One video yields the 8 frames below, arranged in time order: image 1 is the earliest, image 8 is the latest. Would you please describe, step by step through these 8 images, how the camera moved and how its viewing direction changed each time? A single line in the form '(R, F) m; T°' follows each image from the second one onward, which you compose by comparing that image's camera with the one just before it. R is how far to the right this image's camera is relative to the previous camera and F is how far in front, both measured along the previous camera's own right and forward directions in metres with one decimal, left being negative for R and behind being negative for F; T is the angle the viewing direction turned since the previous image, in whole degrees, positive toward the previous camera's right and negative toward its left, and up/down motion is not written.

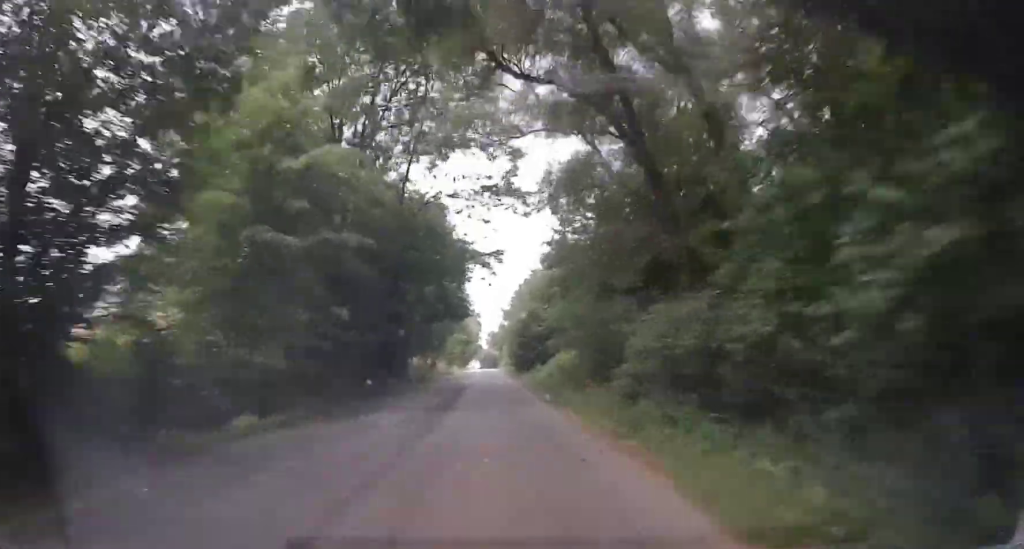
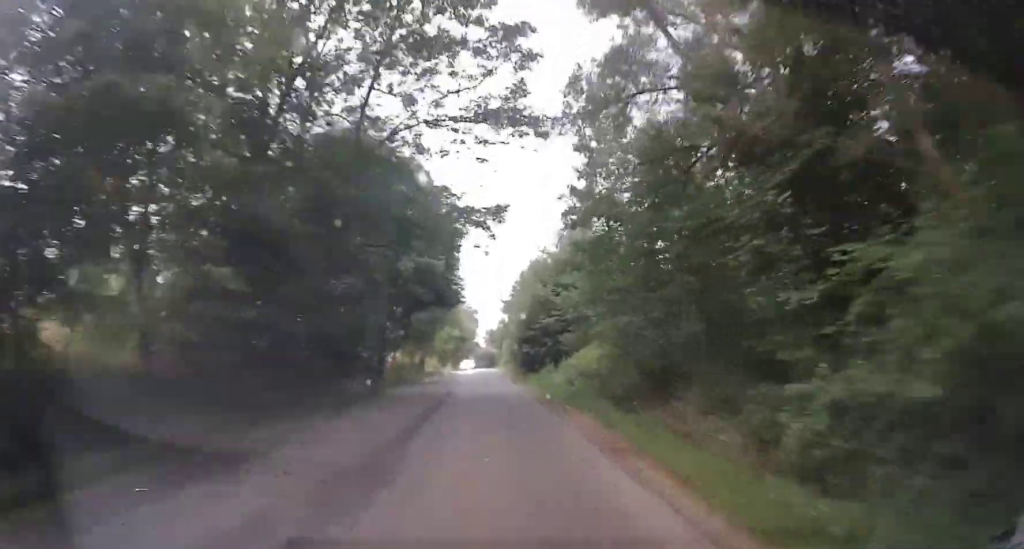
(+0.2, +8.8) m; +3°
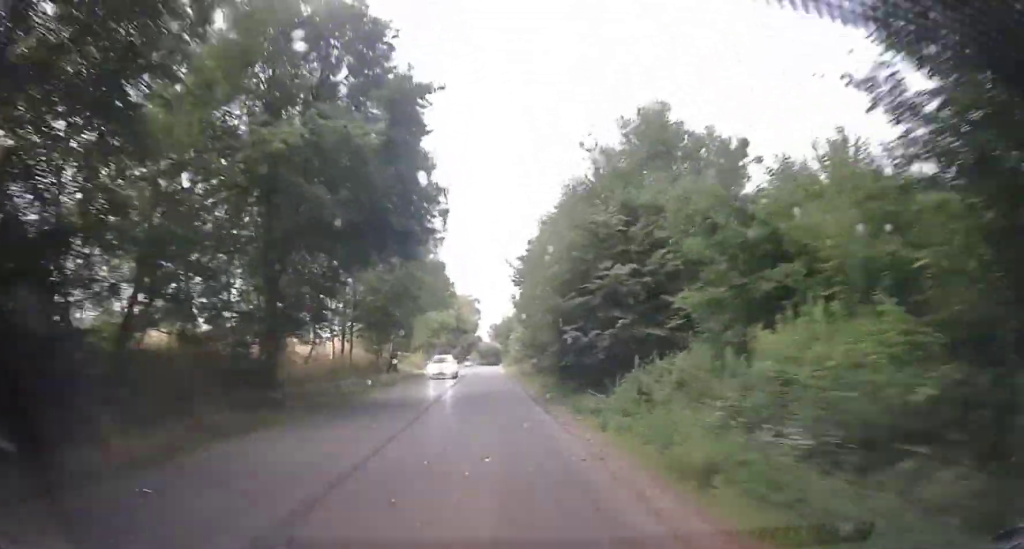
(+0.9, +18.9) m; +5°
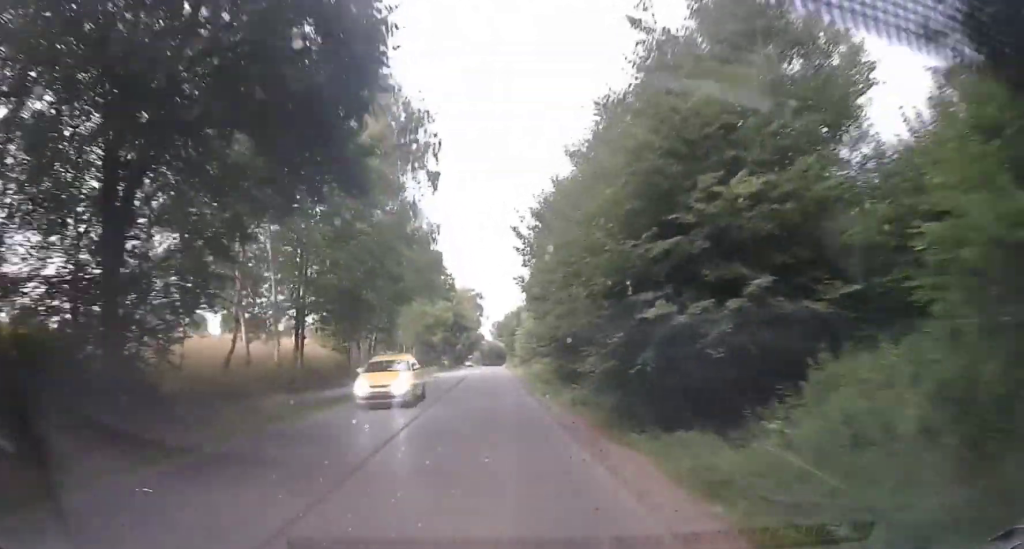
(+0.1, +8.7) m; 0°
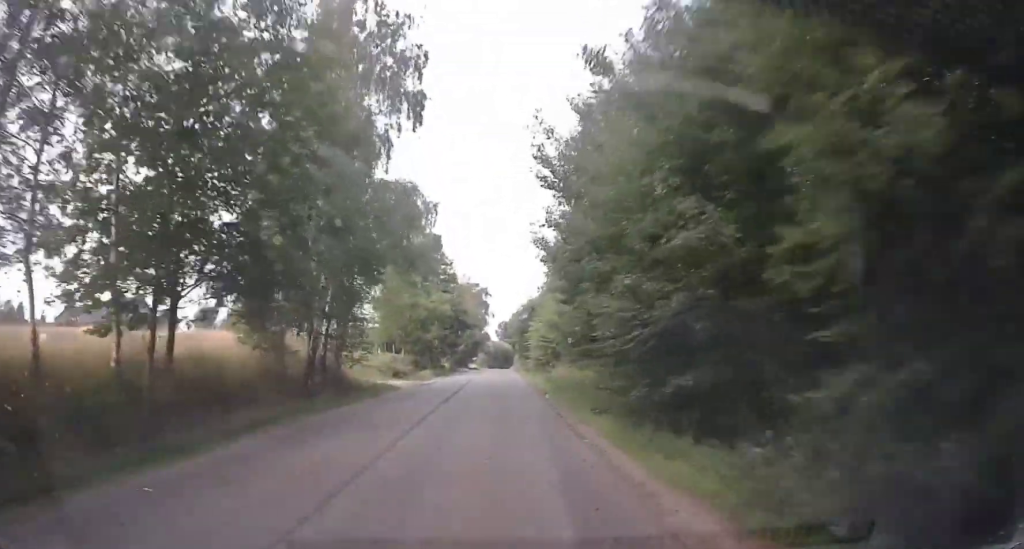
(+0.1, +10.1) m; -1°
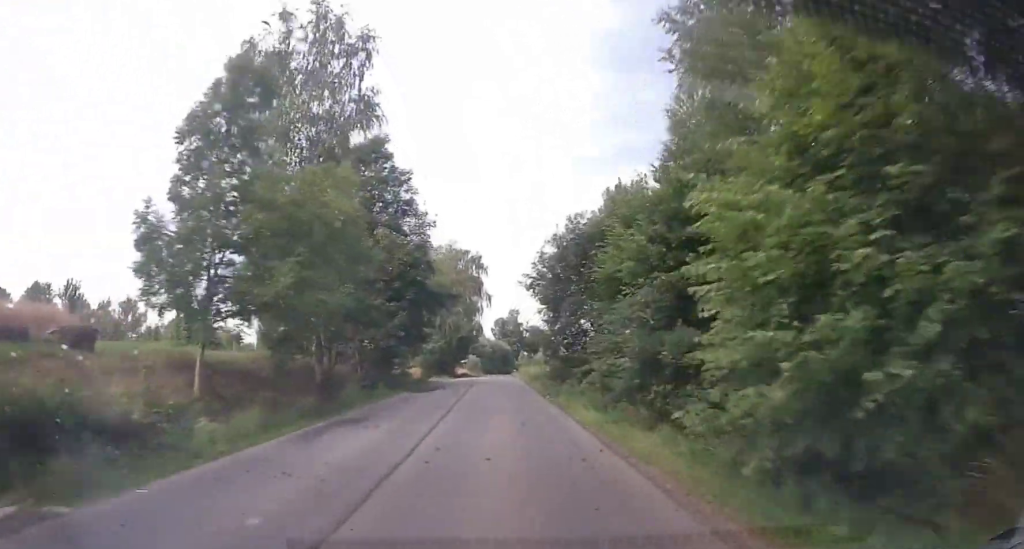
(-0.7, +32.4) m; -1°
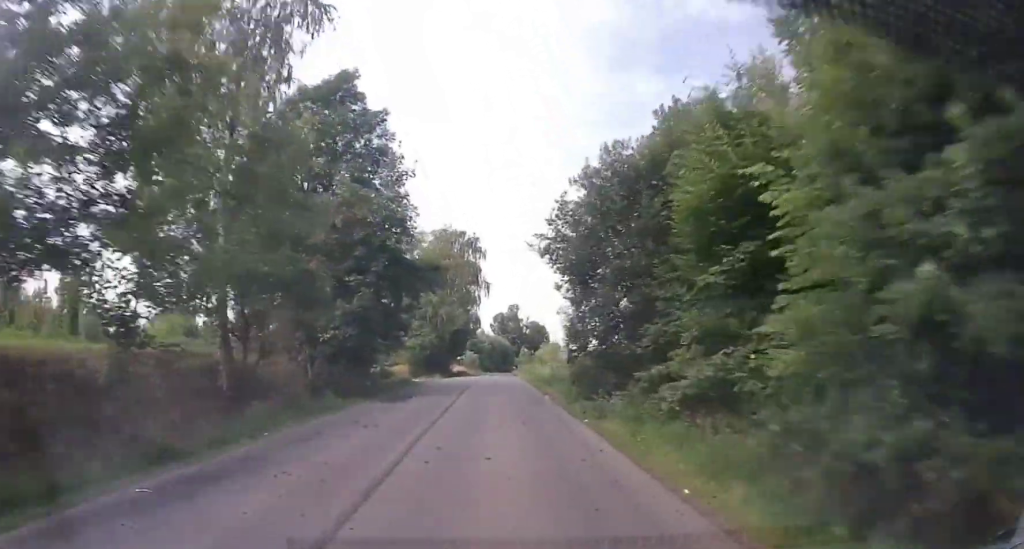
(0.0, +8.6) m; 0°
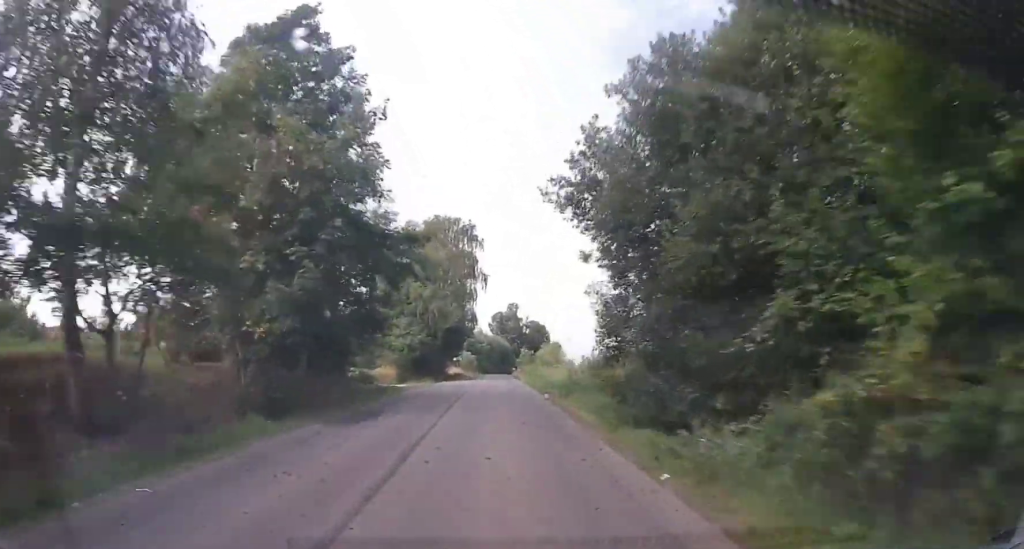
(+0.1, +6.5) m; 0°
